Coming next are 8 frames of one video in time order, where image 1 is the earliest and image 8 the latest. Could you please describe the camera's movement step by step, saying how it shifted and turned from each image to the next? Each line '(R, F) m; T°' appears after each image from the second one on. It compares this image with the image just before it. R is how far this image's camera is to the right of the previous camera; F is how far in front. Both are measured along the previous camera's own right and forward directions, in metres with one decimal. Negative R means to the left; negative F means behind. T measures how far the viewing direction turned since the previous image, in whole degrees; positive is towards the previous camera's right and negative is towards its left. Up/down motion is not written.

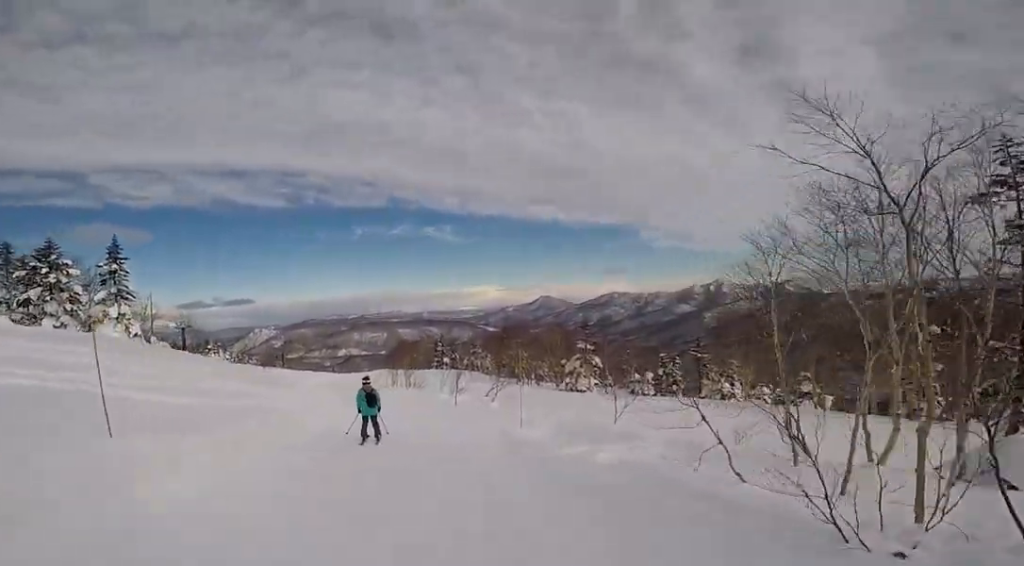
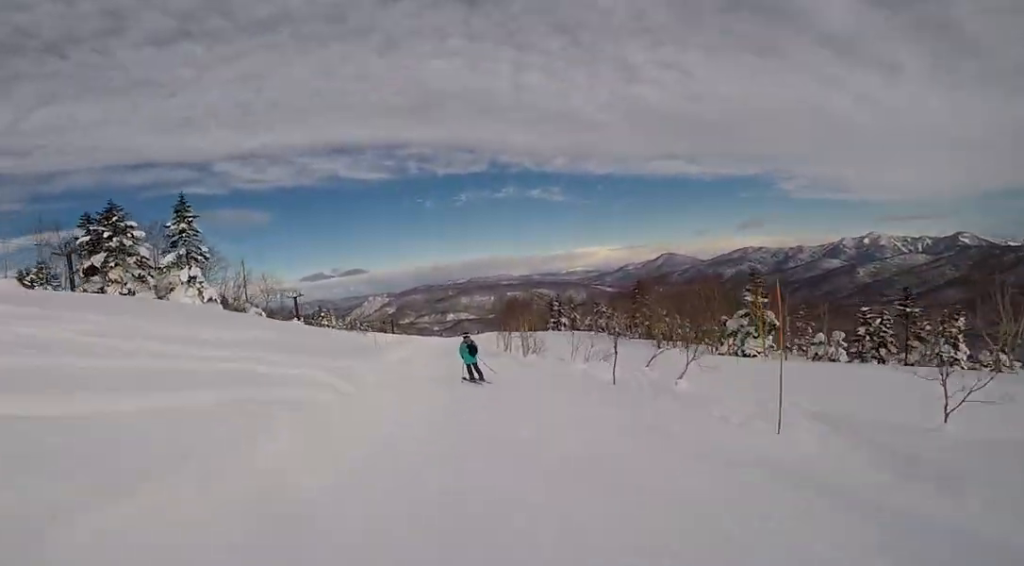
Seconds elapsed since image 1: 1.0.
(-0.1, +6.3) m; -11°
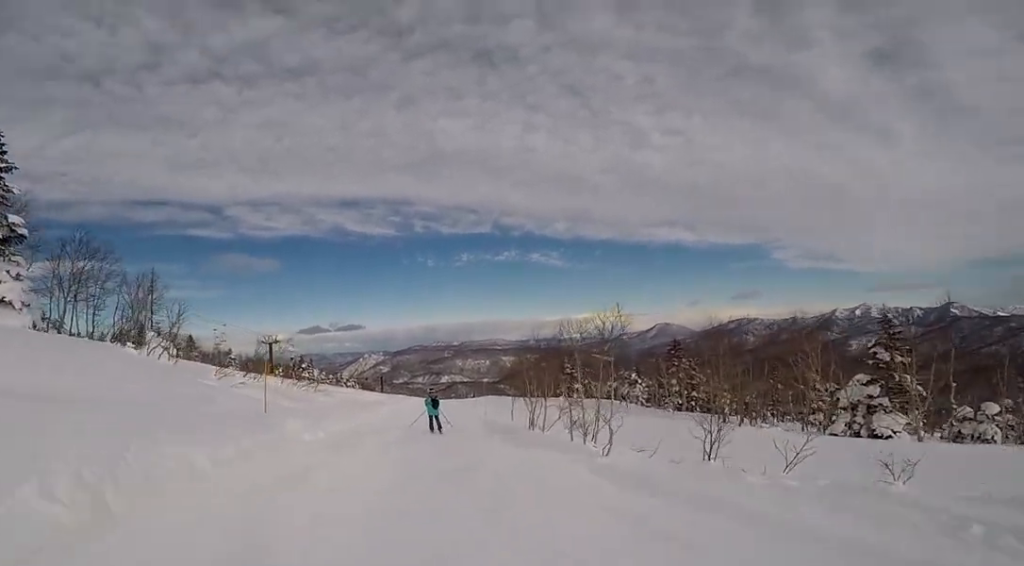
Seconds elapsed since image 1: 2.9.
(-0.1, +11.7) m; 0°
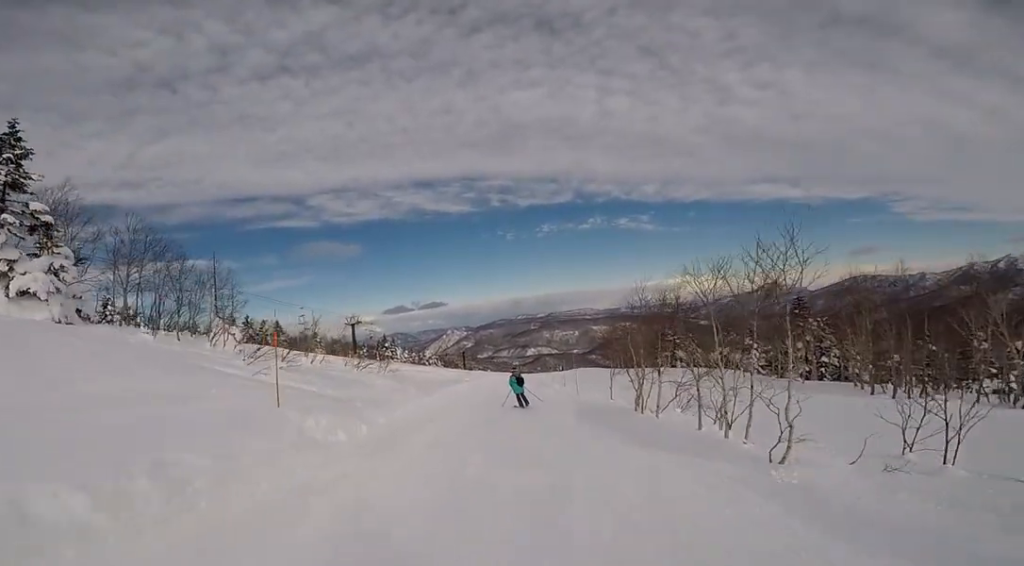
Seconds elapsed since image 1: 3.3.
(-0.2, +2.9) m; -2°
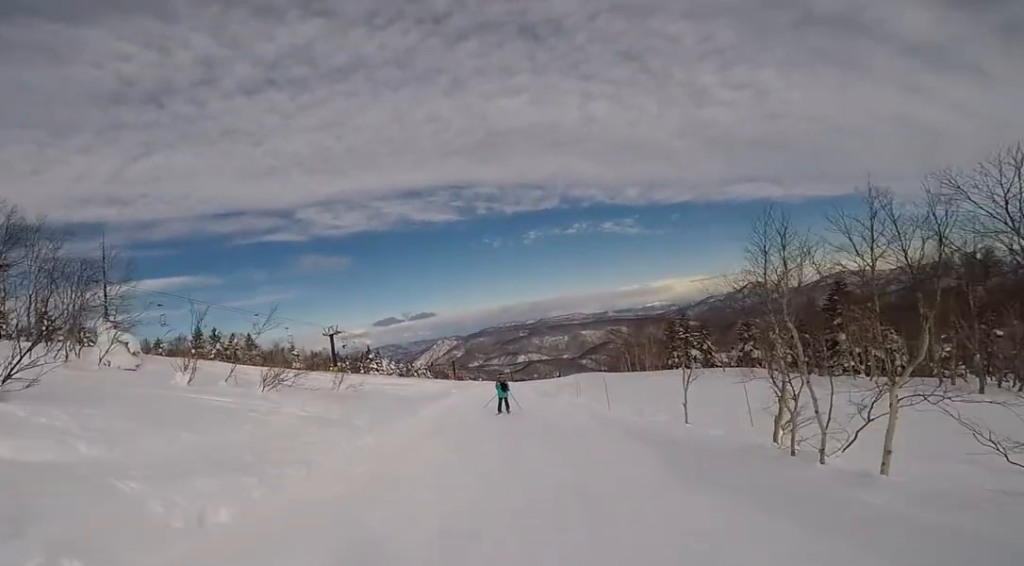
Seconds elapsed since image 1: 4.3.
(-0.7, +7.7) m; -1°
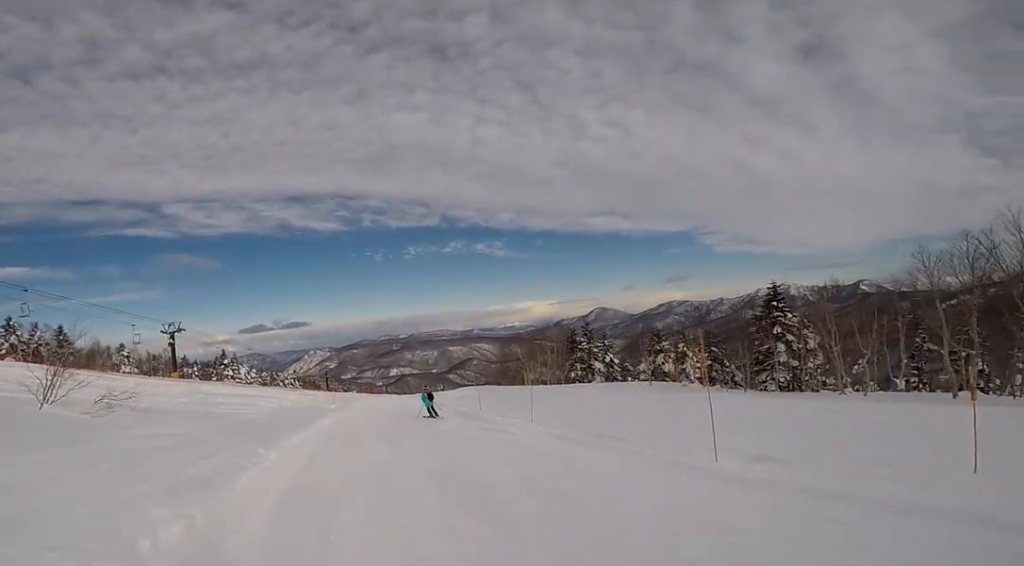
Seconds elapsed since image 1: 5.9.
(+1.4, +11.2) m; +12°
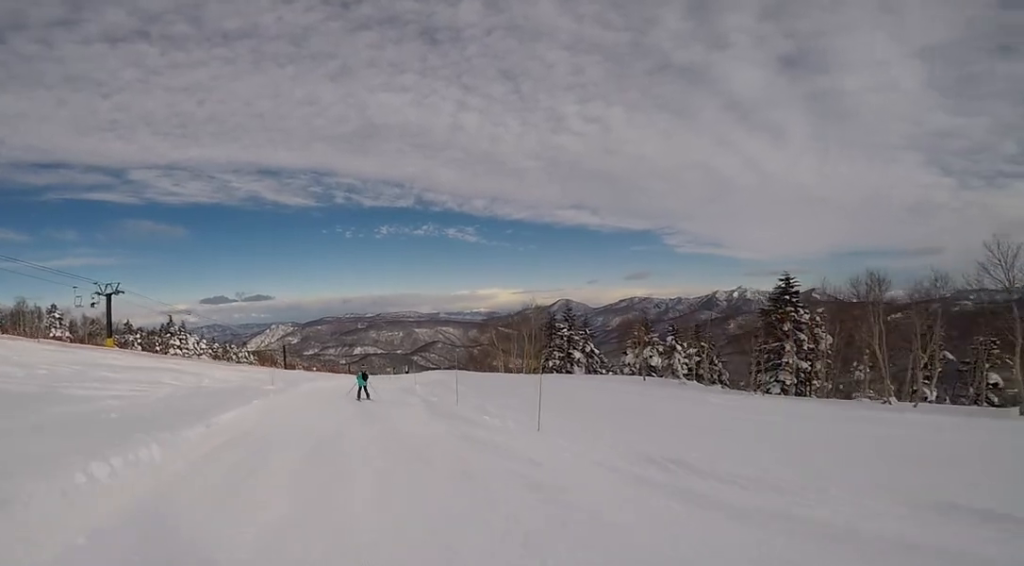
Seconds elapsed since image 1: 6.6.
(+0.1, +5.2) m; -3°
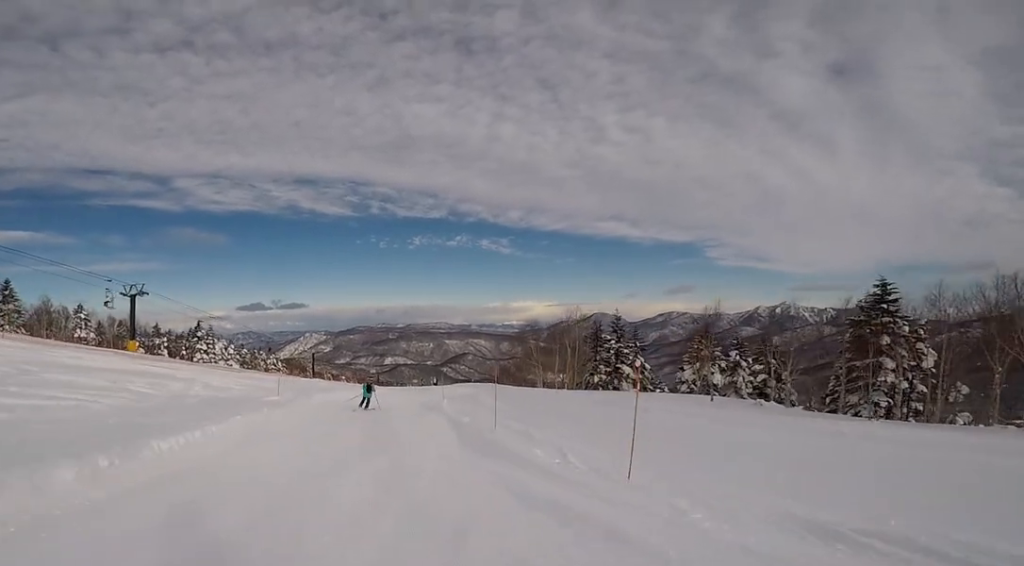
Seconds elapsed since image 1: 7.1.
(+0.1, +3.7) m; -4°
